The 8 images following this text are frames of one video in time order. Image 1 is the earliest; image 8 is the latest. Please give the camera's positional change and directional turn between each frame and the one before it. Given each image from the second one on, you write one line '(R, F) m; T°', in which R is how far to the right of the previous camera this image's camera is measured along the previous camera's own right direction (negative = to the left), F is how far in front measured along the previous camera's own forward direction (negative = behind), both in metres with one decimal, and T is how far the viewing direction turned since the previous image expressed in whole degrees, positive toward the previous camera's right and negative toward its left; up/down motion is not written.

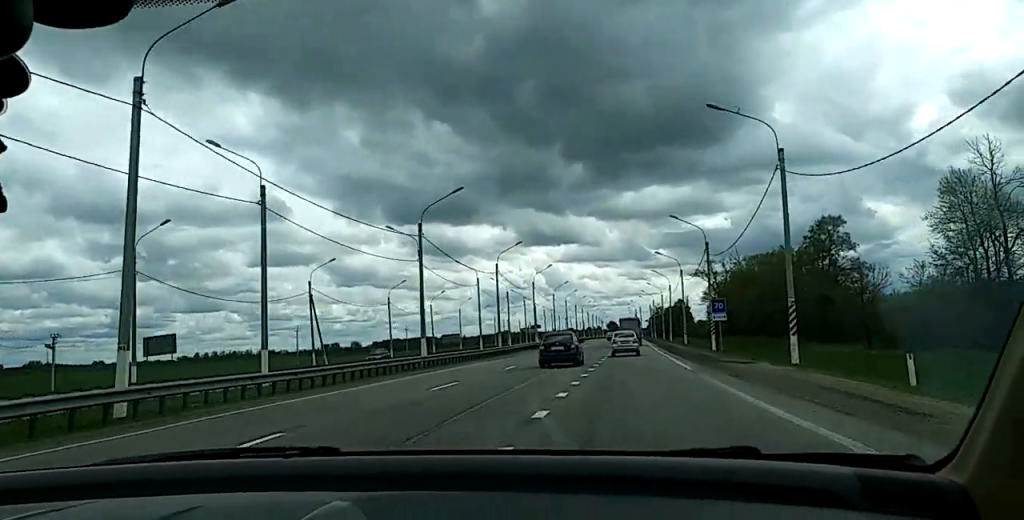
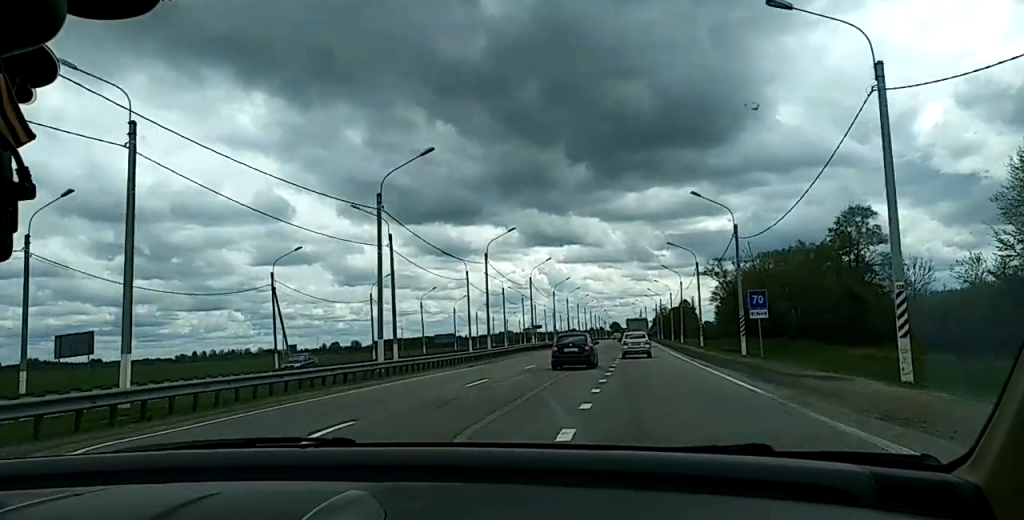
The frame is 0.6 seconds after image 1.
(0.0, +10.6) m; +1°
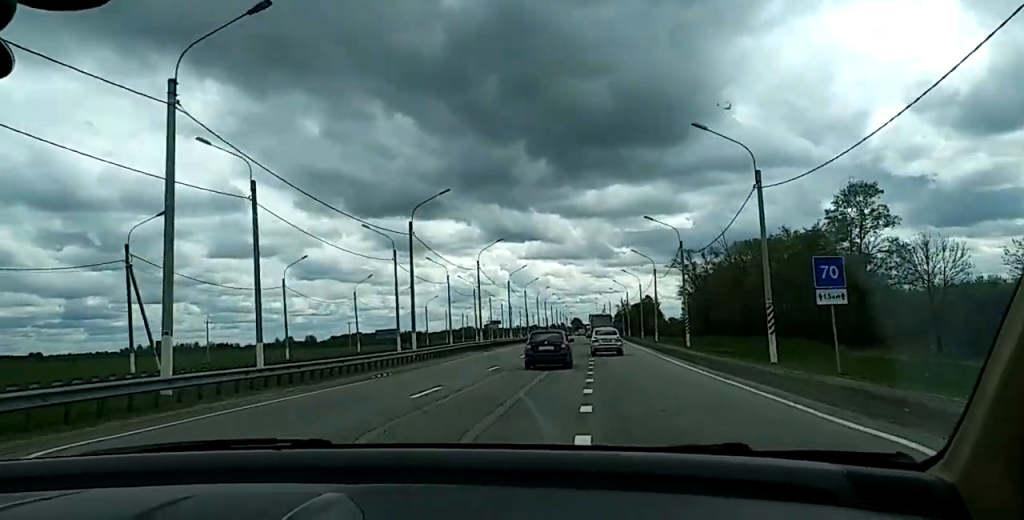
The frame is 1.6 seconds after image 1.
(+0.2, +17.4) m; 0°
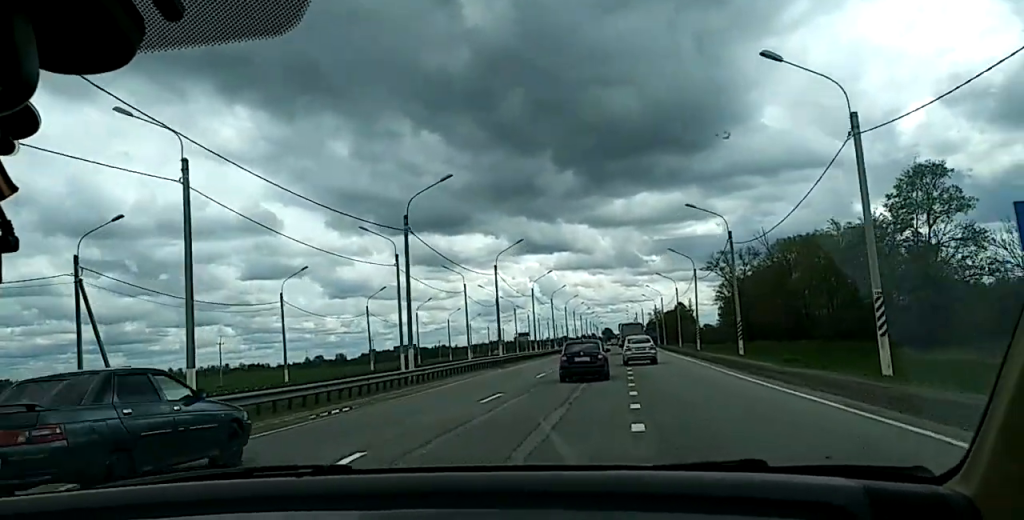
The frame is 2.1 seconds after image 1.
(0.0, +9.7) m; 0°
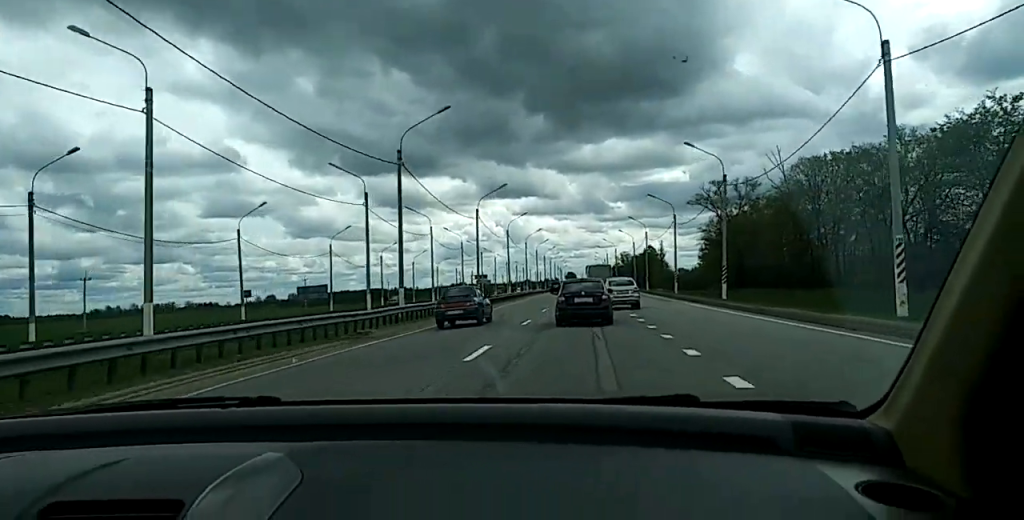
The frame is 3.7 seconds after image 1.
(0.0, +31.9) m; -1°
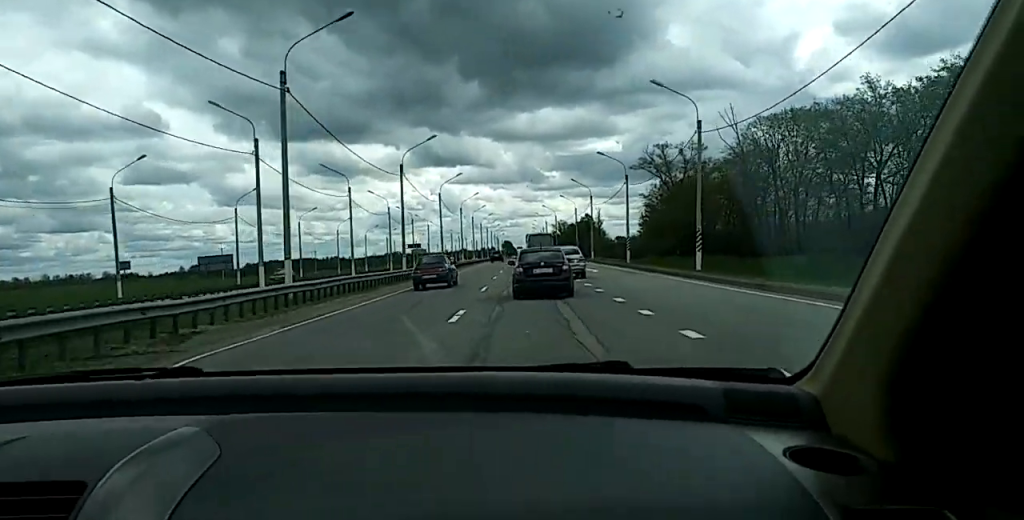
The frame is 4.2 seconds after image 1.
(-0.1, +9.8) m; 0°
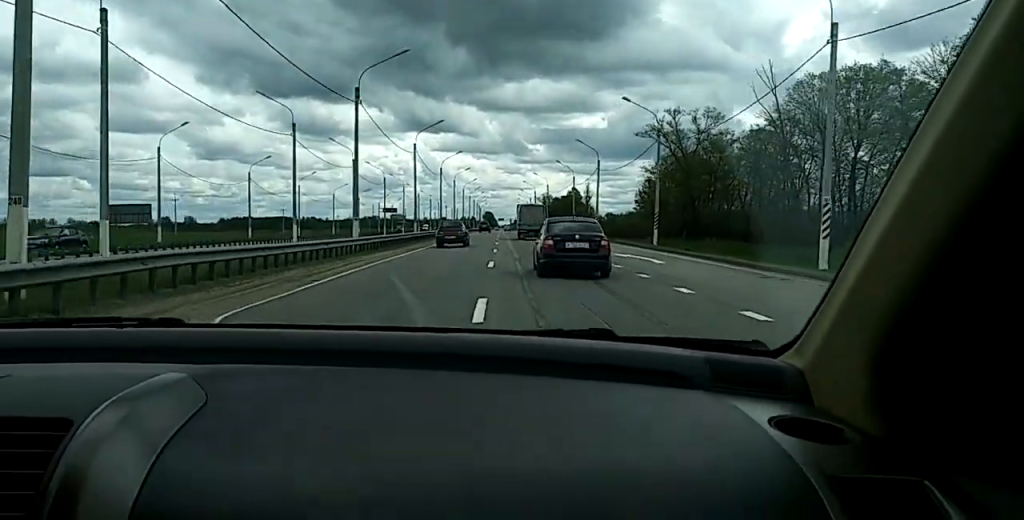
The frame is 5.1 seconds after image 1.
(-0.3, +18.2) m; 0°
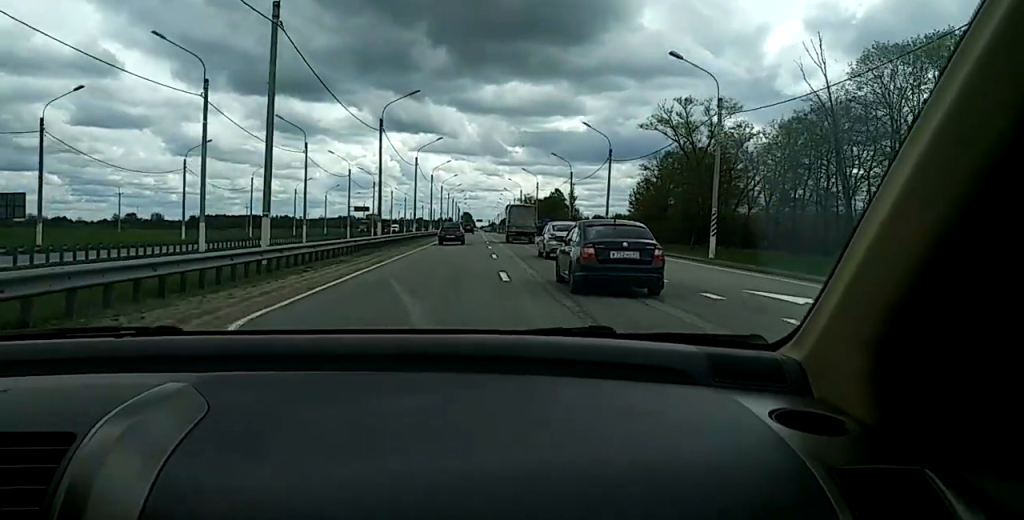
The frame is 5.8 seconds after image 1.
(+0.2, +16.1) m; +1°
